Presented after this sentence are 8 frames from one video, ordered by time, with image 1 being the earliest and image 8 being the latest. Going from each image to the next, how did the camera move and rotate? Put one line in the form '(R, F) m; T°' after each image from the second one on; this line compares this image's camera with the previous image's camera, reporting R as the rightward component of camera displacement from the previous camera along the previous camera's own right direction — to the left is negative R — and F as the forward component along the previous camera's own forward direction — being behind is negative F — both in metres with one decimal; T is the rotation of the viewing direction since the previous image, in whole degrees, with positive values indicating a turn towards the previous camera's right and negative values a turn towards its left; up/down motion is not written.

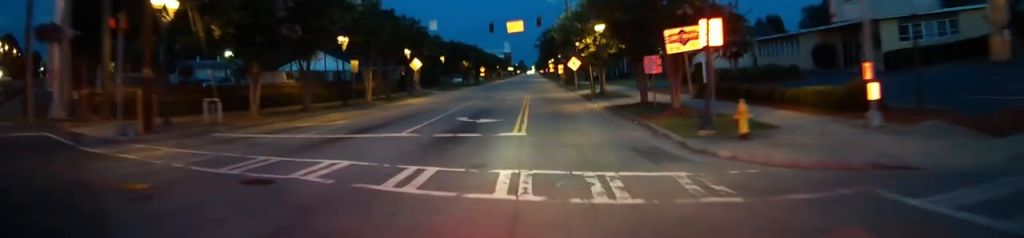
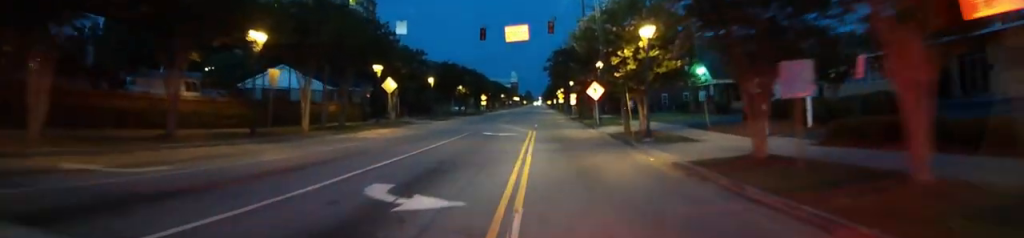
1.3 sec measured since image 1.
(+0.7, +12.4) m; +1°
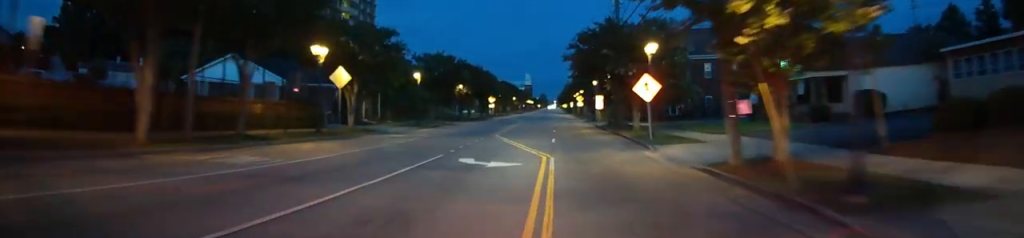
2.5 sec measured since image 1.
(-0.6, +13.7) m; -4°
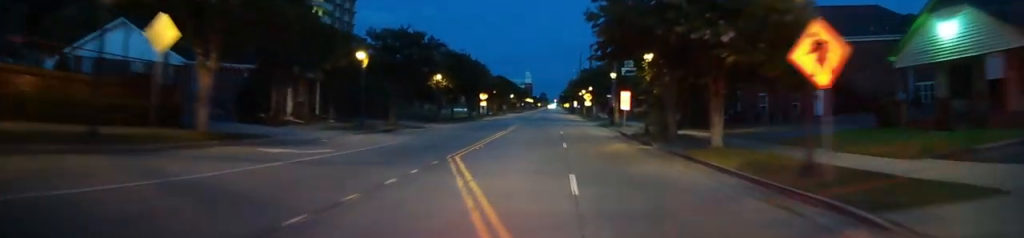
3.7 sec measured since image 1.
(-0.3, +16.6) m; -2°
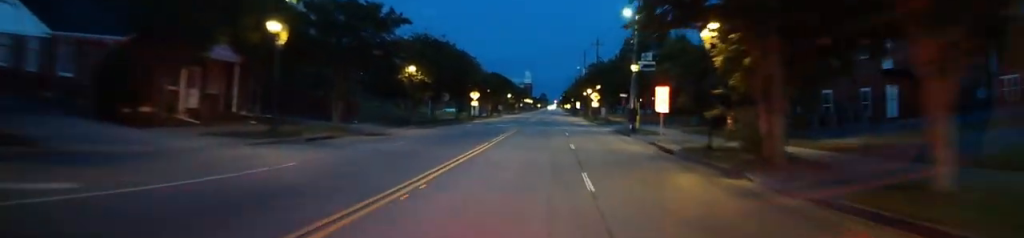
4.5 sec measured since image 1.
(-0.2, +12.1) m; -1°
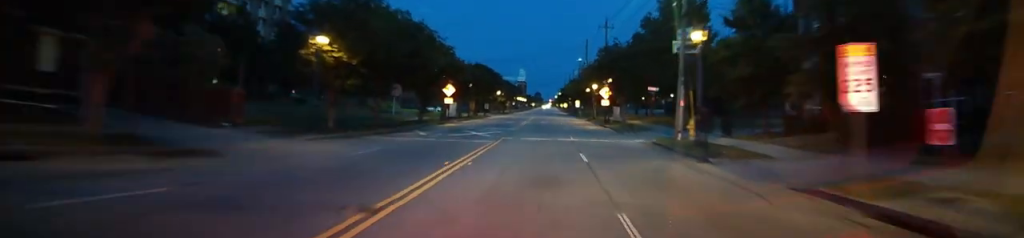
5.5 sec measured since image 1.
(-0.1, +17.9) m; -1°
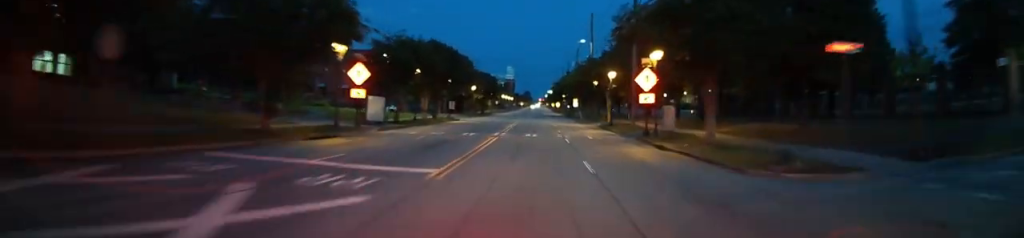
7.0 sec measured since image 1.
(+0.2, +27.9) m; +2°
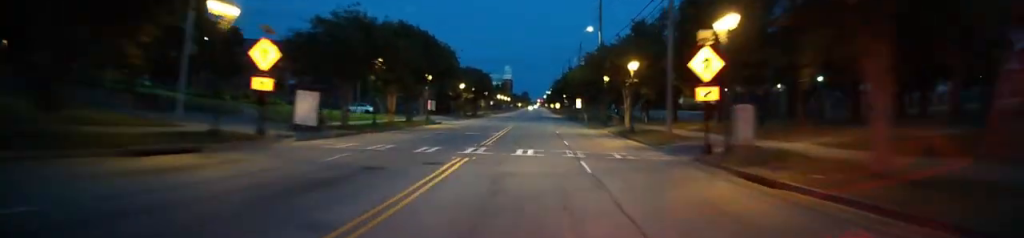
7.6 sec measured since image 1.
(+0.2, +11.3) m; +1°
